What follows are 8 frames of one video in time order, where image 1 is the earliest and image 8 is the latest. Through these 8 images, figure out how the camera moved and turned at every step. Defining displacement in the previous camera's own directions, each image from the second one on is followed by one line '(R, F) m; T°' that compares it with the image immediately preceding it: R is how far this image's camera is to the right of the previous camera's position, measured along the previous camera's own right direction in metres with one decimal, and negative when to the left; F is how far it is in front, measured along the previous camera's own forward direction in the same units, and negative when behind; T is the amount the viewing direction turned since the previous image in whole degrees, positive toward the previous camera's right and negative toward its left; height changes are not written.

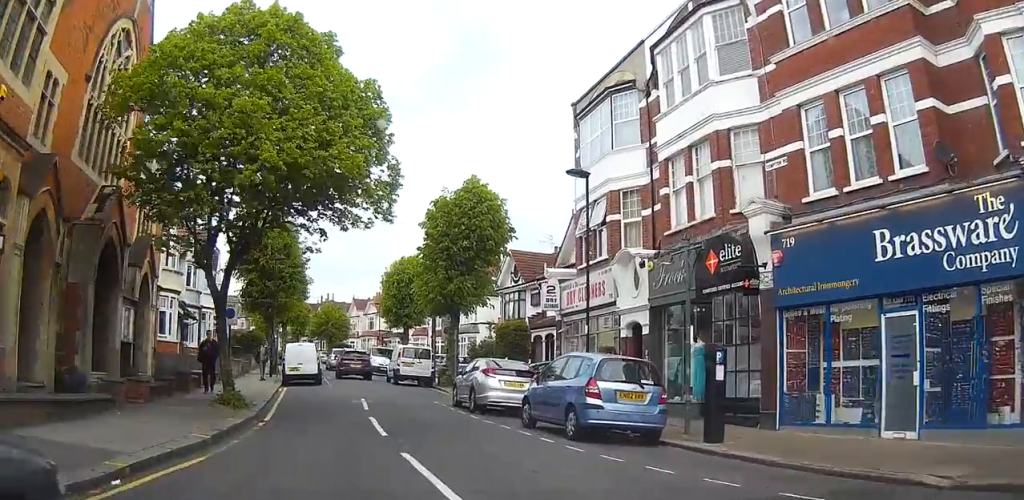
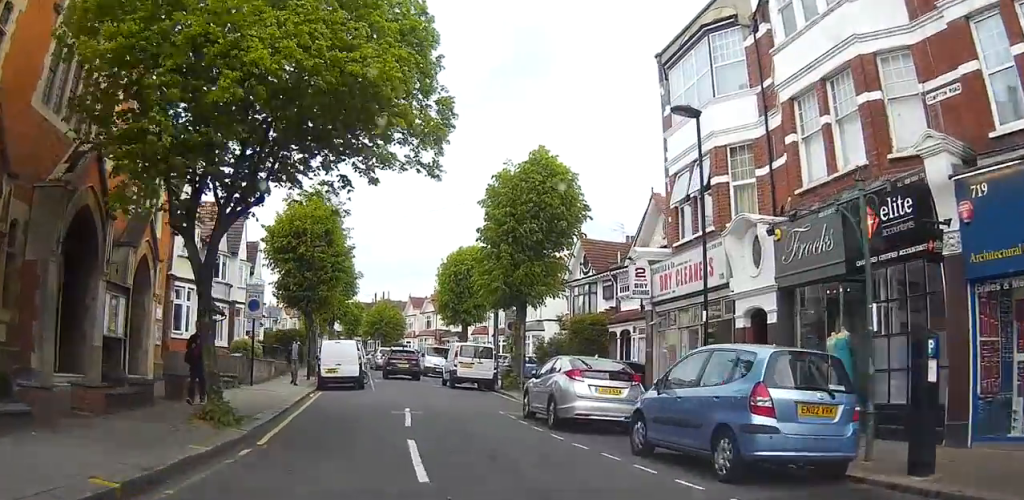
(0.0, +4.8) m; 0°
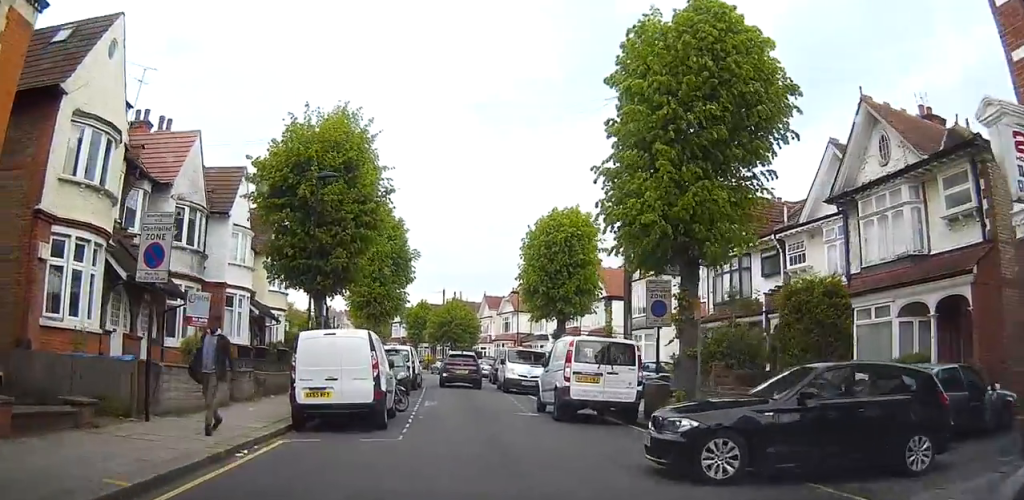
(-0.8, +14.0) m; -10°
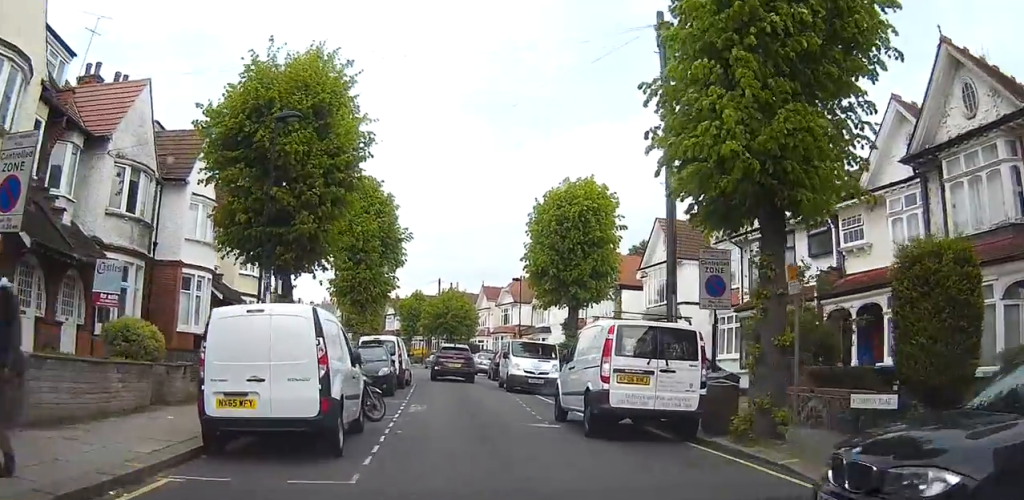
(-0.4, +5.2) m; -5°
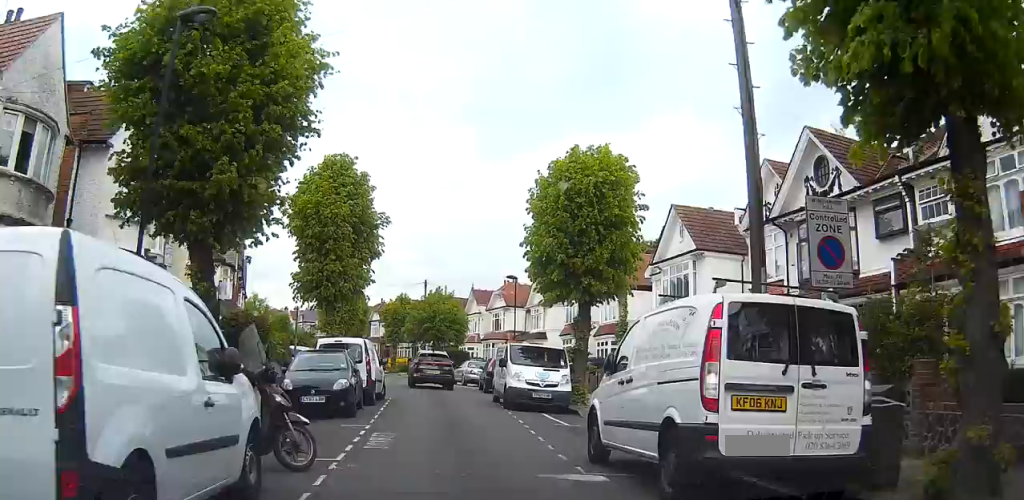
(0.0, +5.9) m; -2°
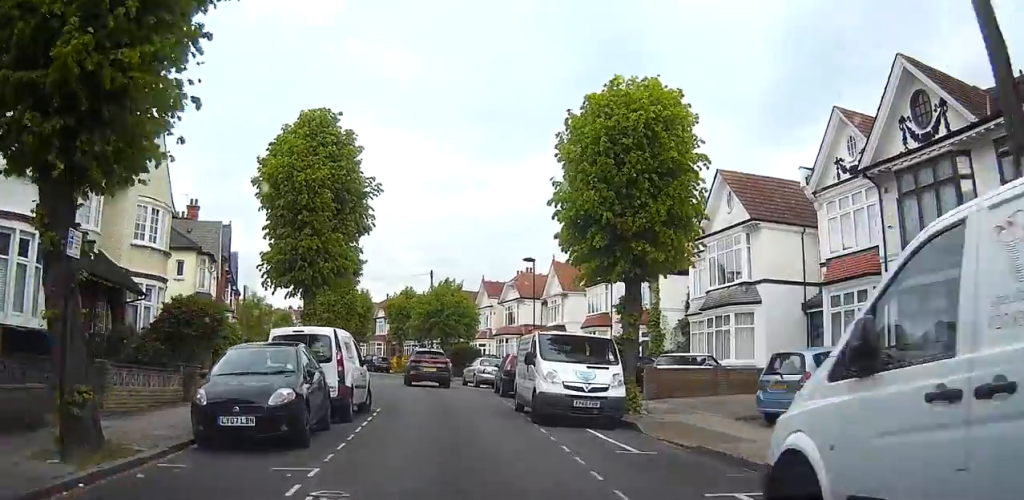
(-0.2, +5.9) m; -2°
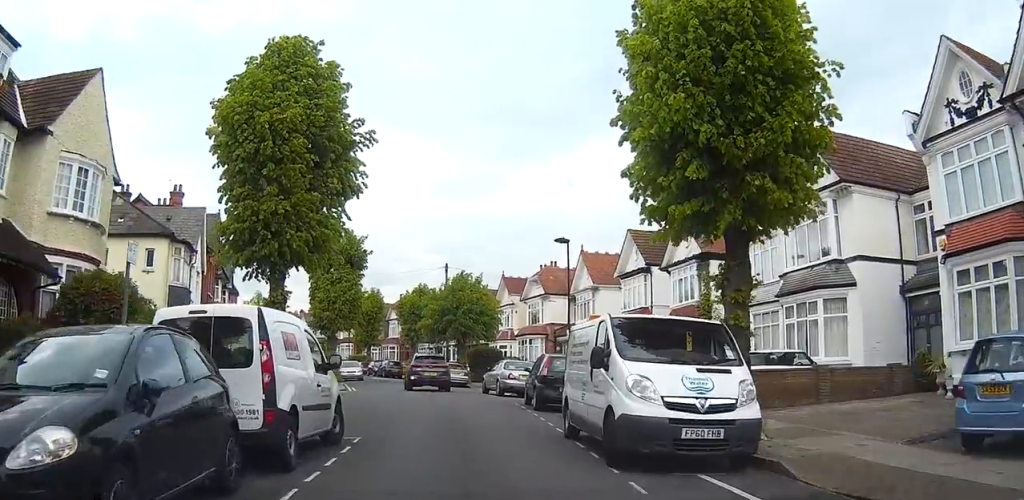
(-0.1, +6.2) m; -3°
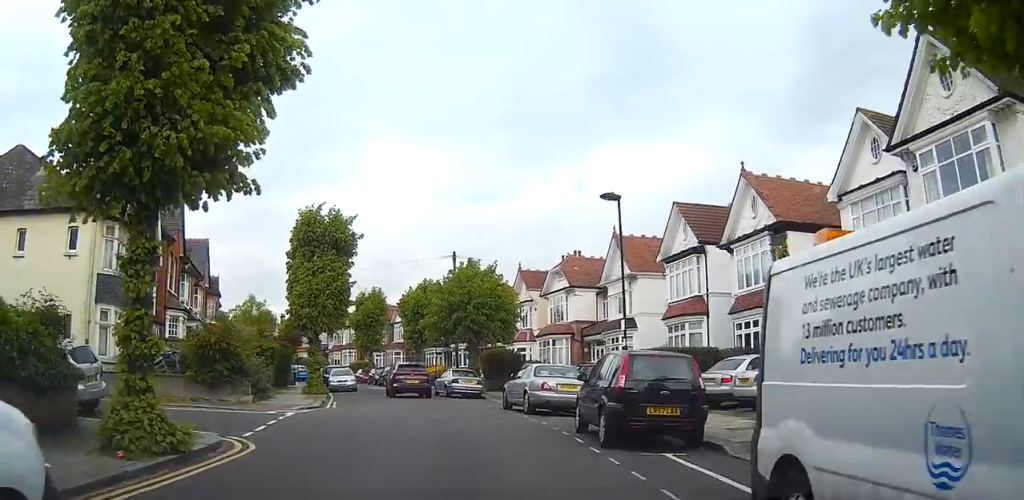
(-0.2, +8.1) m; -2°
